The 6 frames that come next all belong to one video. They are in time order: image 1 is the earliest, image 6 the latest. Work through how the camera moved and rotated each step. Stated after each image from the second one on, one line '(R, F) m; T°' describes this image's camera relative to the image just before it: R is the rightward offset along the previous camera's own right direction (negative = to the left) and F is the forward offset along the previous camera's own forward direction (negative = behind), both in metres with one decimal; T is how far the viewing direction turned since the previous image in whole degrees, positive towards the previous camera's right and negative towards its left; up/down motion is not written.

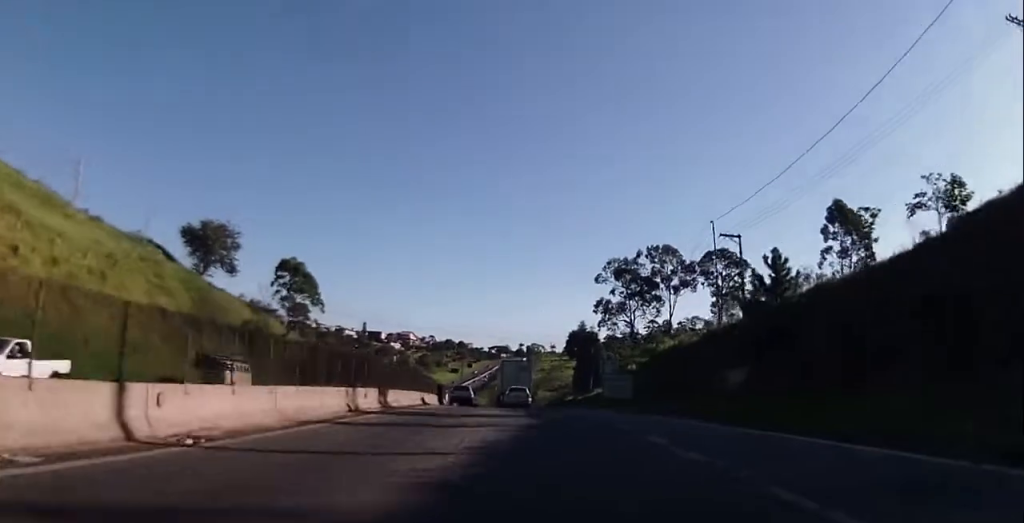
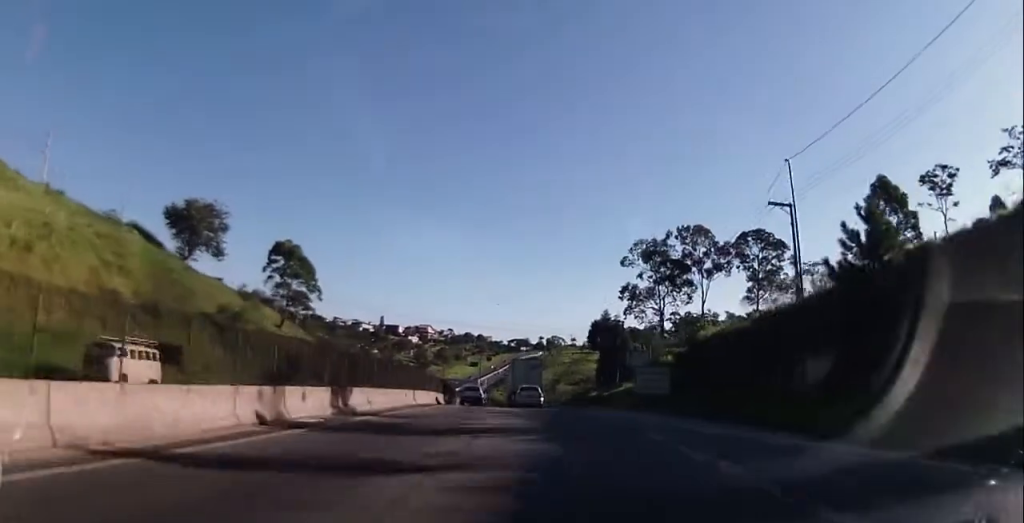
(-0.1, +9.4) m; -2°
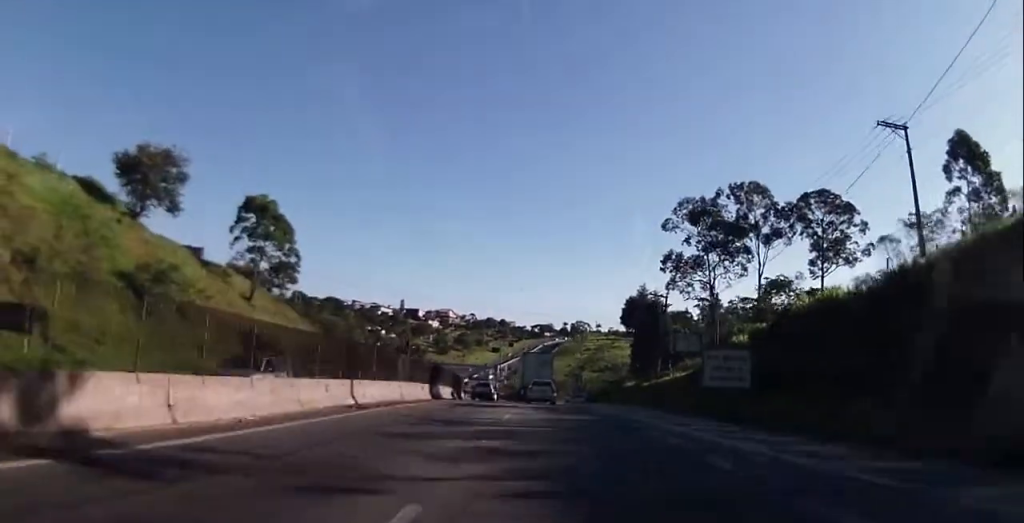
(-0.5, +15.9) m; -2°
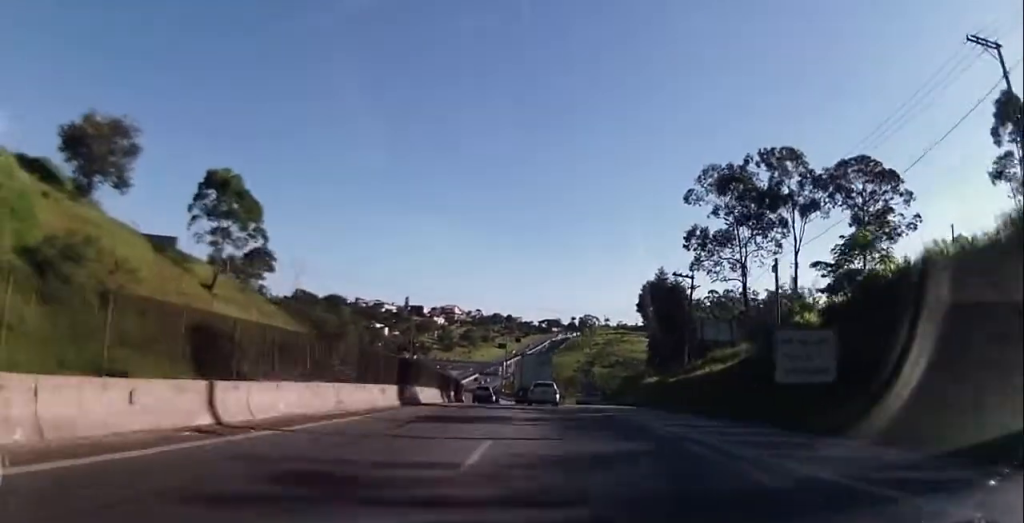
(-0.1, +10.0) m; -1°
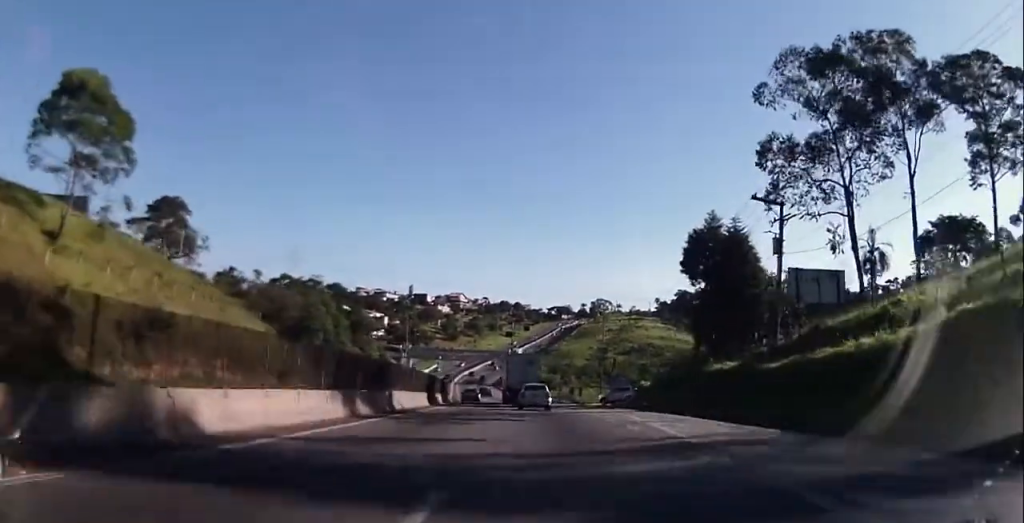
(-0.5, +22.7) m; -3°
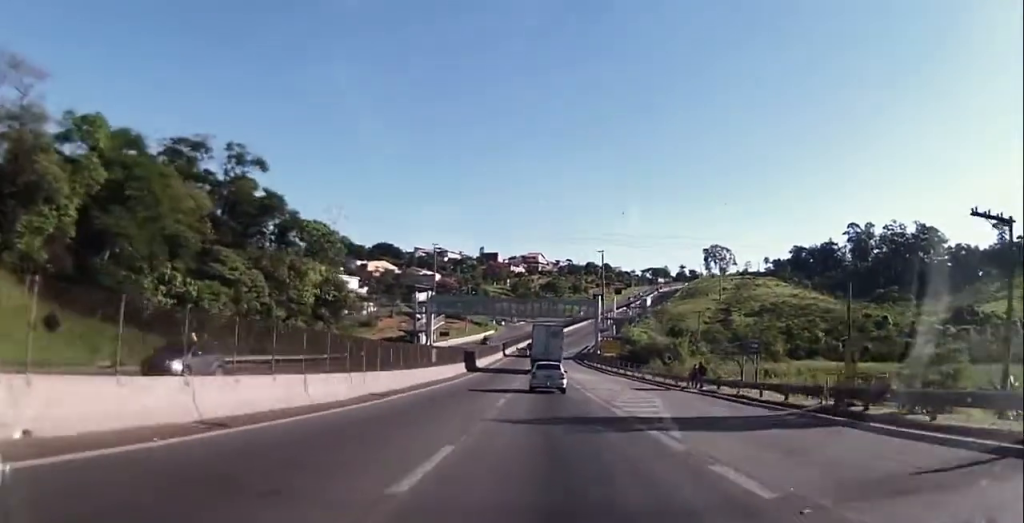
(-4.5, +78.2) m; -7°
